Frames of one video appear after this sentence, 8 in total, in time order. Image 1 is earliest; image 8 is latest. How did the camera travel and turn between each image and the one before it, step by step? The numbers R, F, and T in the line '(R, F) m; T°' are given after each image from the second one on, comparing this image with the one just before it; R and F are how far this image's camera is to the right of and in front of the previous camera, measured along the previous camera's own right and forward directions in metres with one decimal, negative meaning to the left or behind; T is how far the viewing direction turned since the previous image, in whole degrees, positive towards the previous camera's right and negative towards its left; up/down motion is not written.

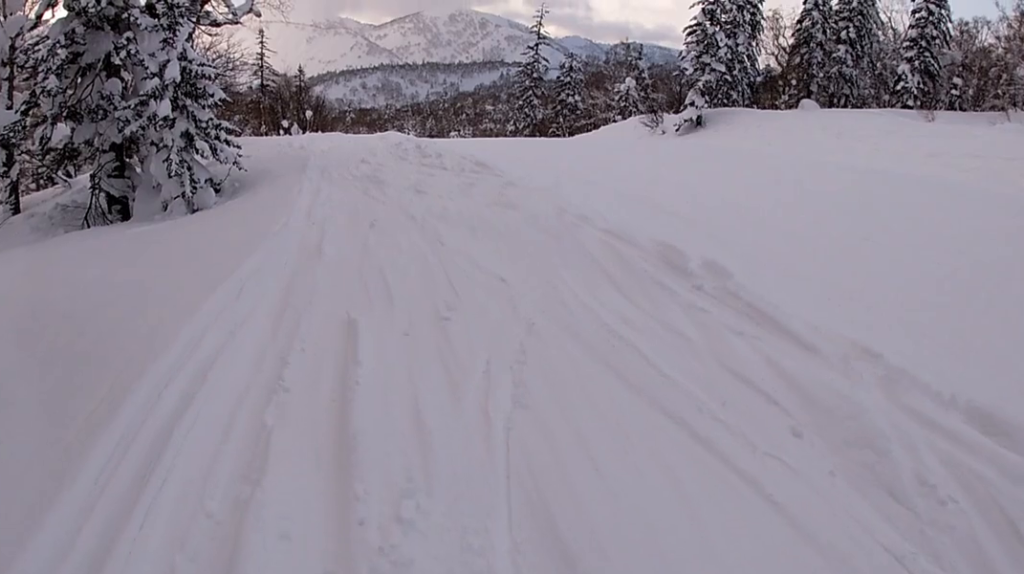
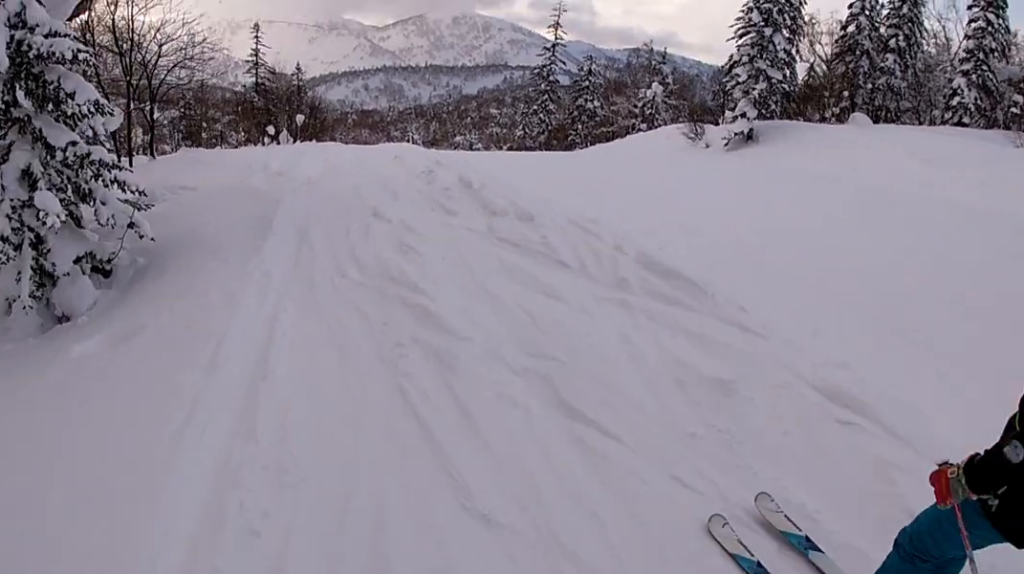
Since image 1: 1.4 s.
(+0.3, +7.9) m; 0°
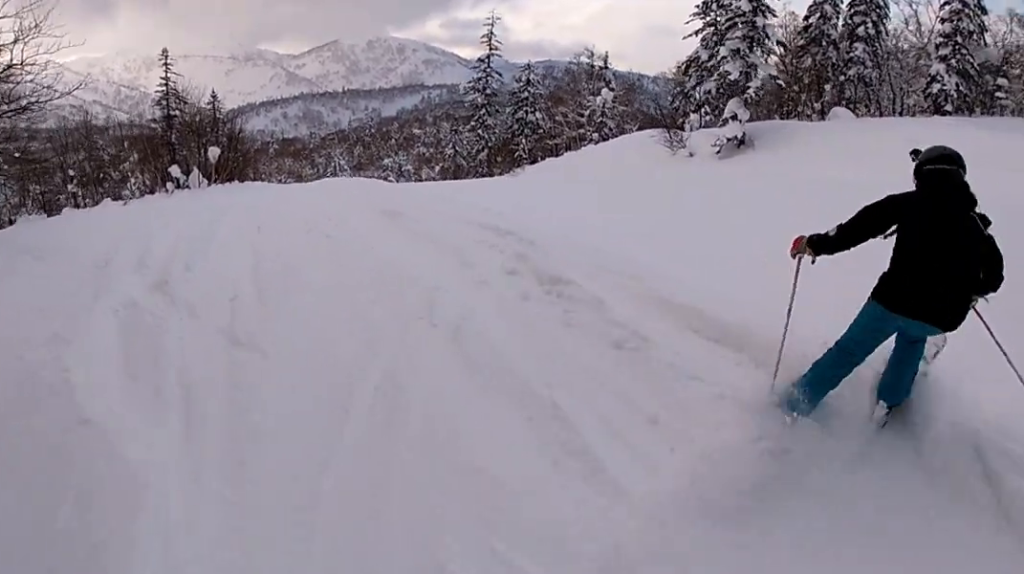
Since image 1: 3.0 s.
(-0.8, +8.8) m; -2°
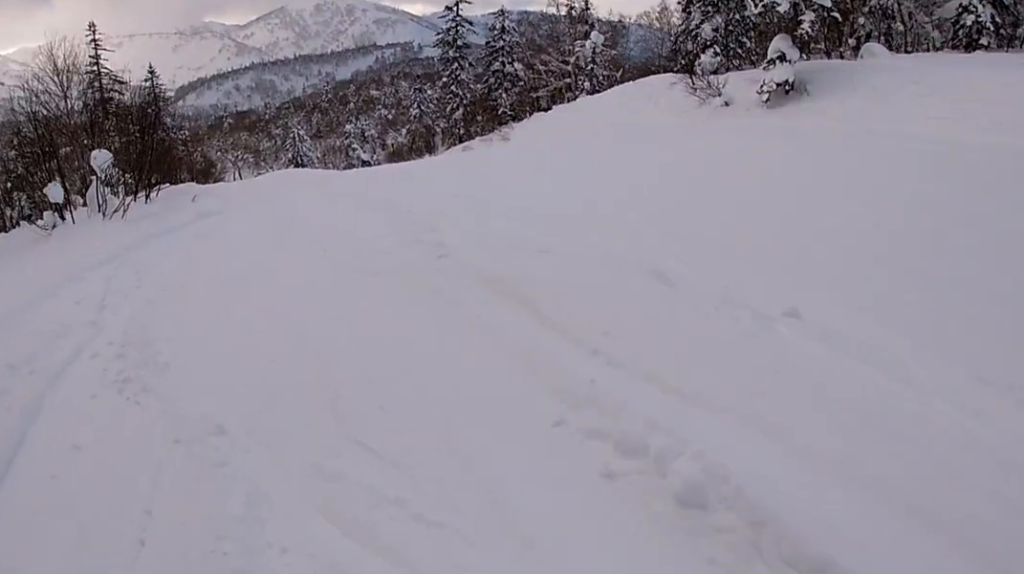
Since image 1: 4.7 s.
(0.0, +9.2) m; +3°
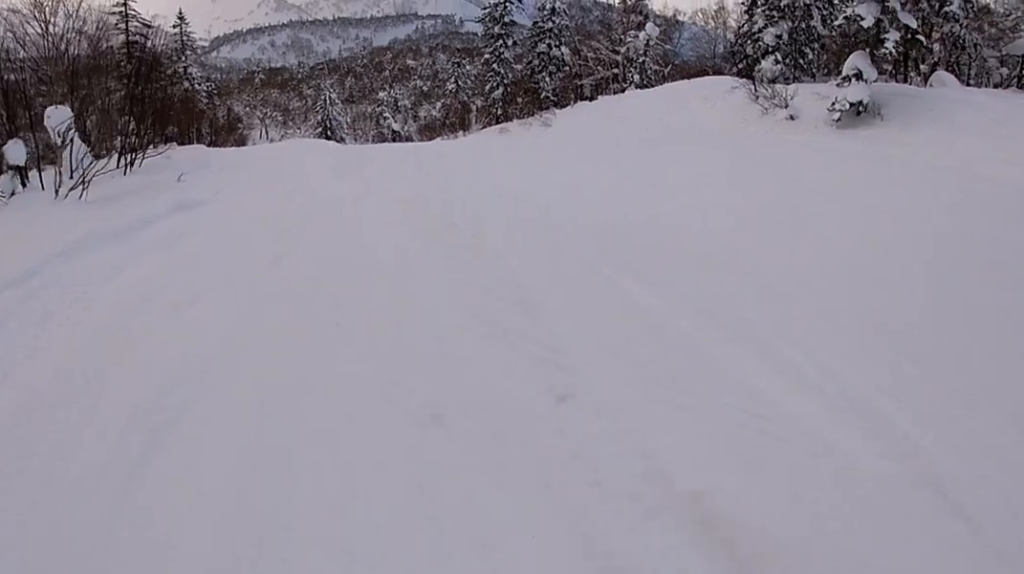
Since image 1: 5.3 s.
(+0.5, +2.8) m; +7°
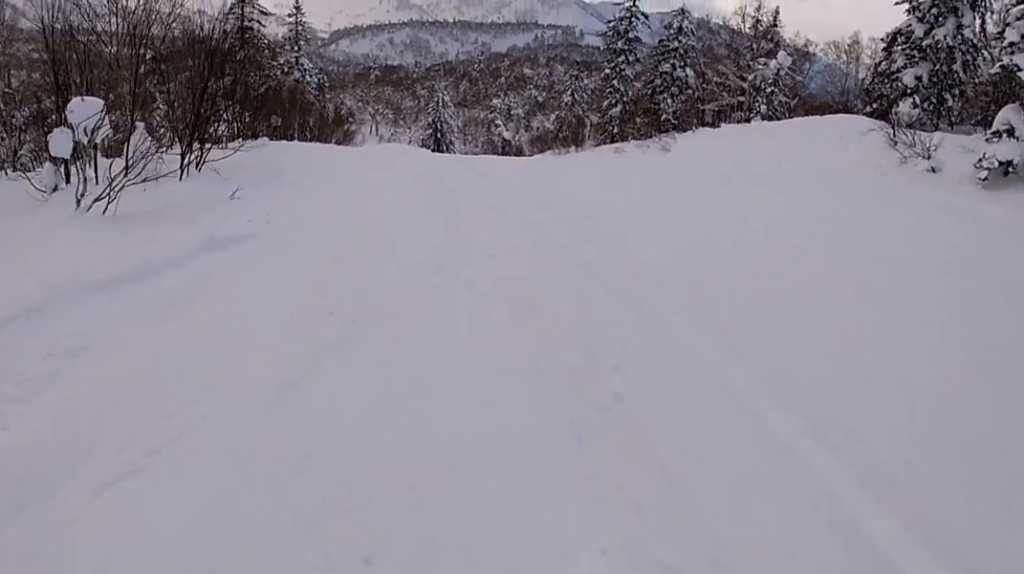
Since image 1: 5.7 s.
(+0.1, +2.1) m; +5°
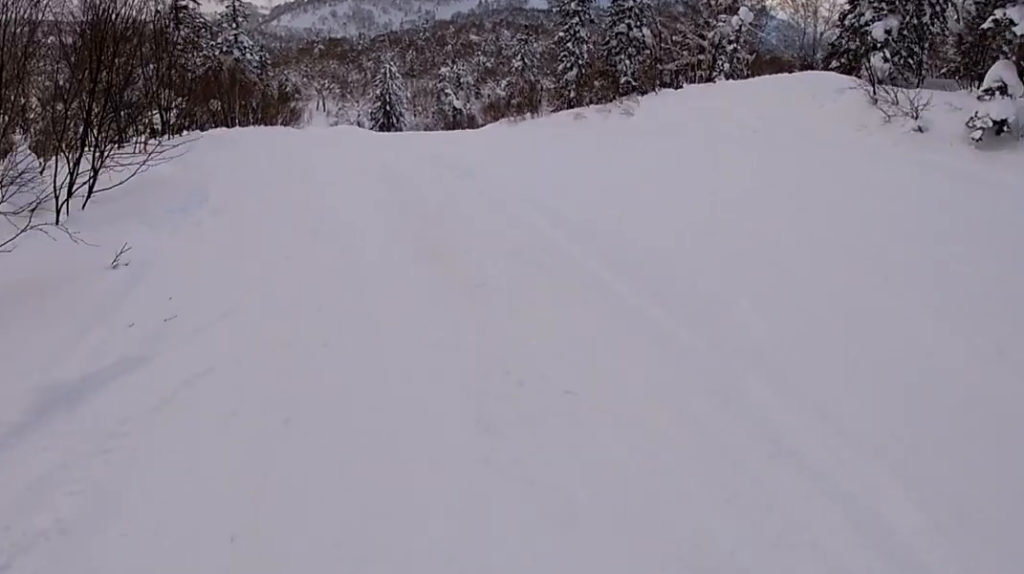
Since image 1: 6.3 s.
(+0.1, +2.9) m; +2°
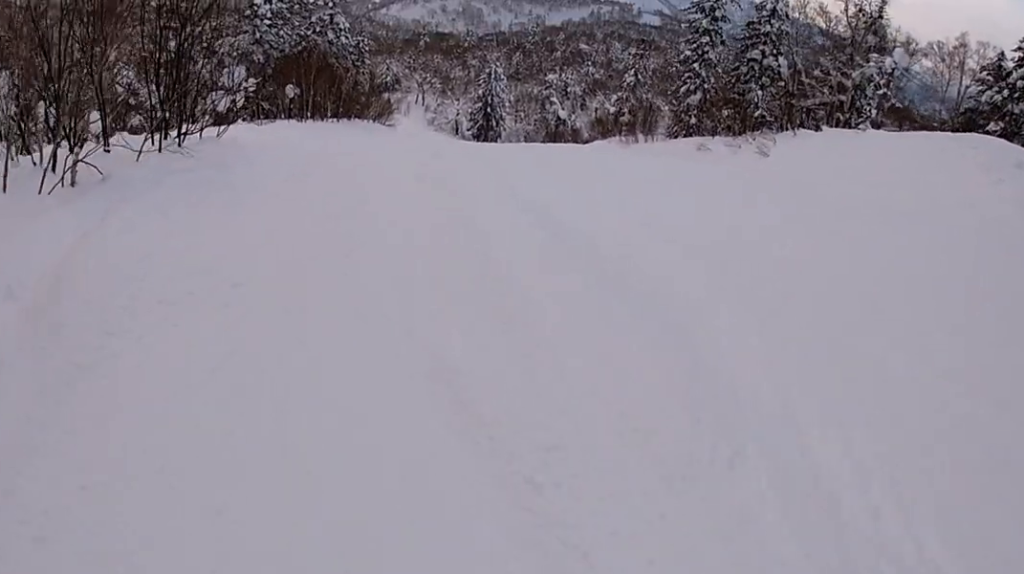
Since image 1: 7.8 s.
(-0.5, +6.6) m; -22°
